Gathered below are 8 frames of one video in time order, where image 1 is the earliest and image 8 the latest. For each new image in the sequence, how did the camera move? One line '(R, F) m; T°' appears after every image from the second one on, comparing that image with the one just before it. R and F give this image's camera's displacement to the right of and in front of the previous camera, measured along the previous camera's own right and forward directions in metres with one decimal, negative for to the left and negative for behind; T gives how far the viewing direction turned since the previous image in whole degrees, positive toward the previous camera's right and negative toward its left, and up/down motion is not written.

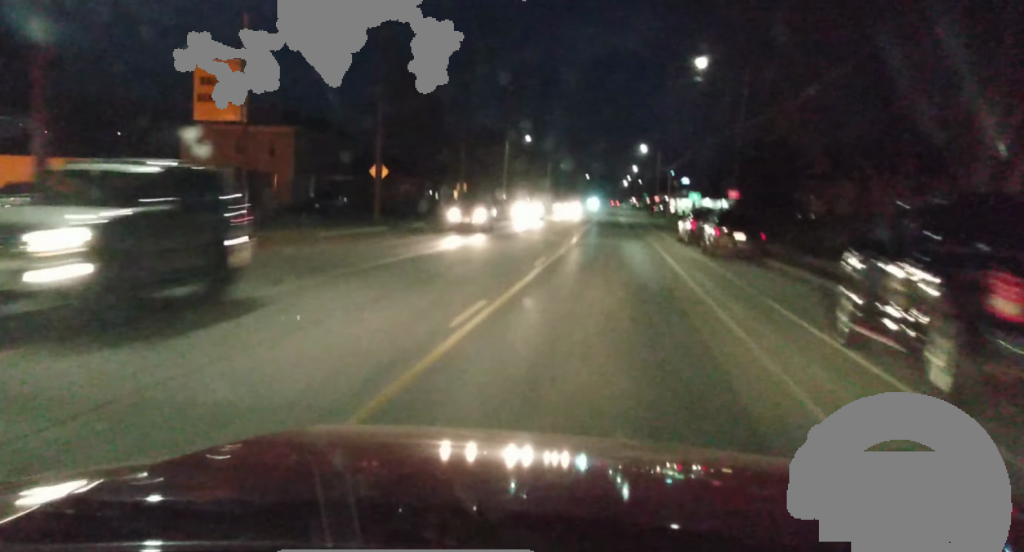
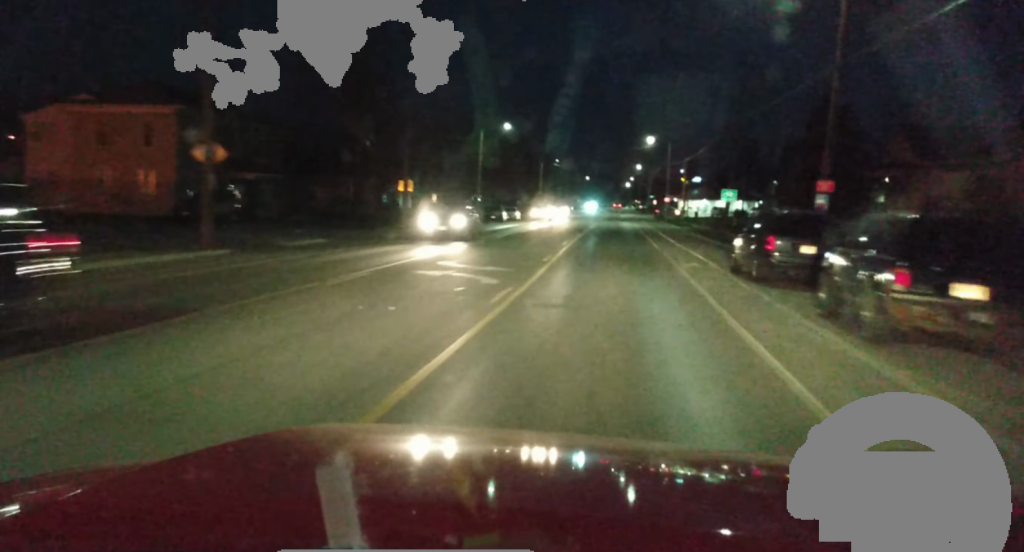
(+0.2, +21.5) m; +1°
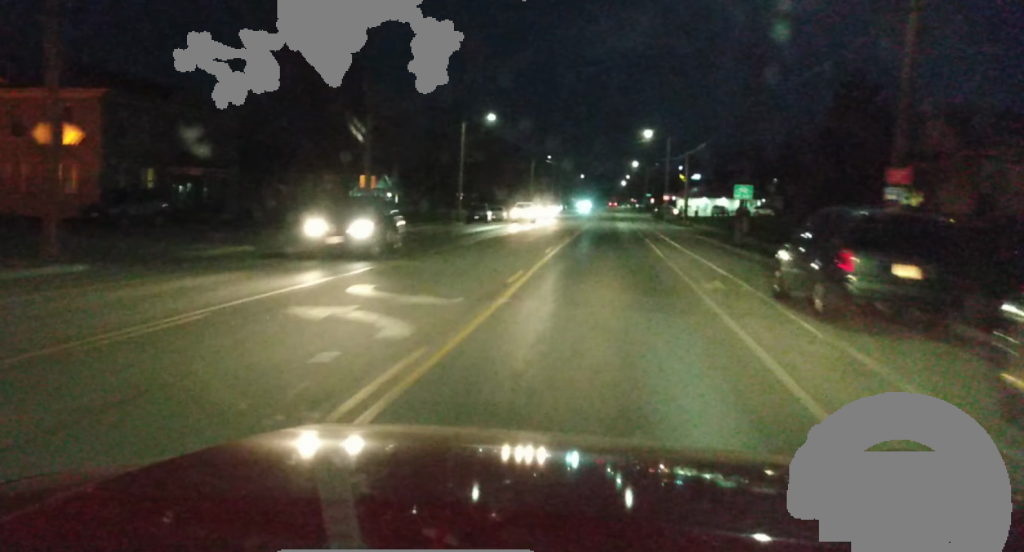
(0.0, +7.8) m; +1°
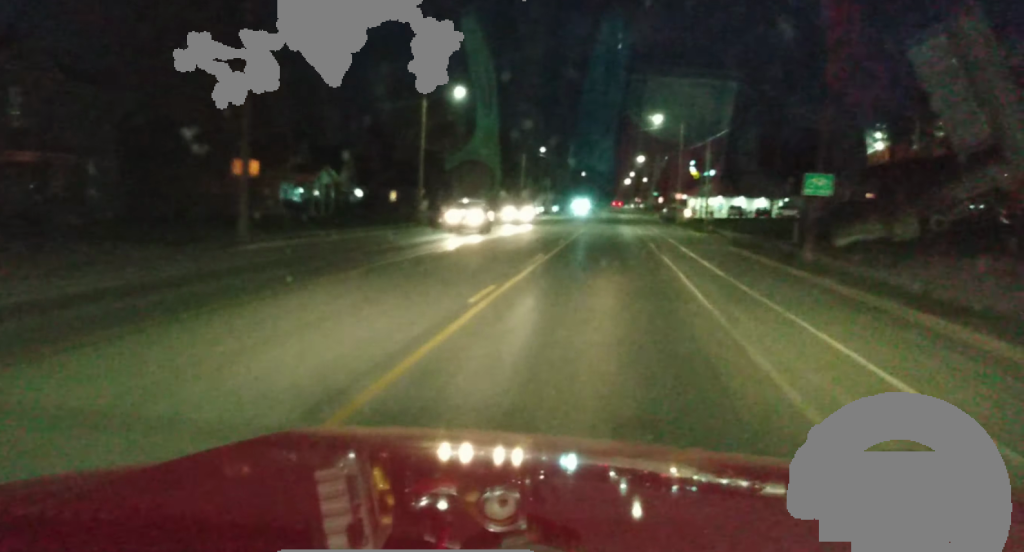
(+0.2, +16.0) m; +1°
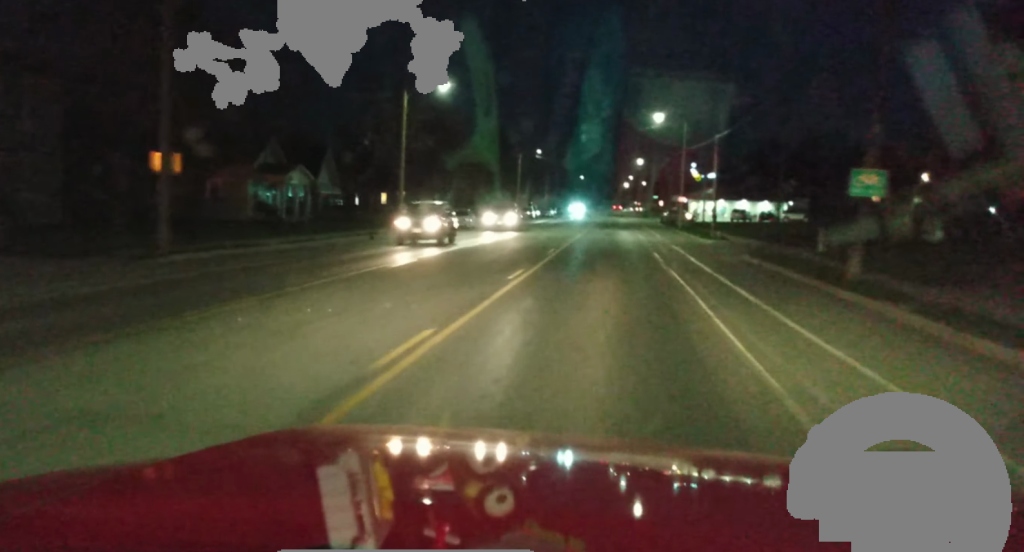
(+0.2, +6.2) m; 0°
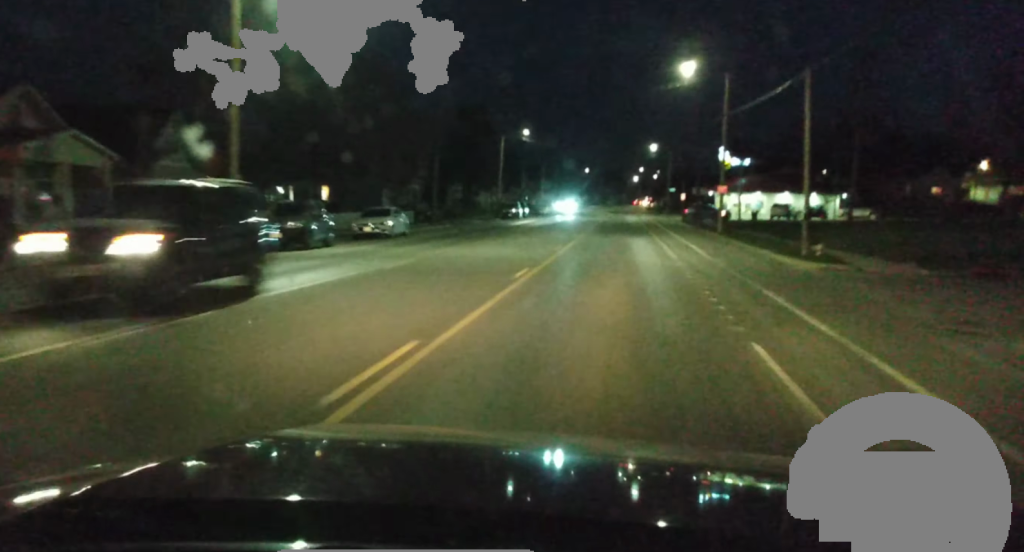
(-0.8, +25.5) m; -2°
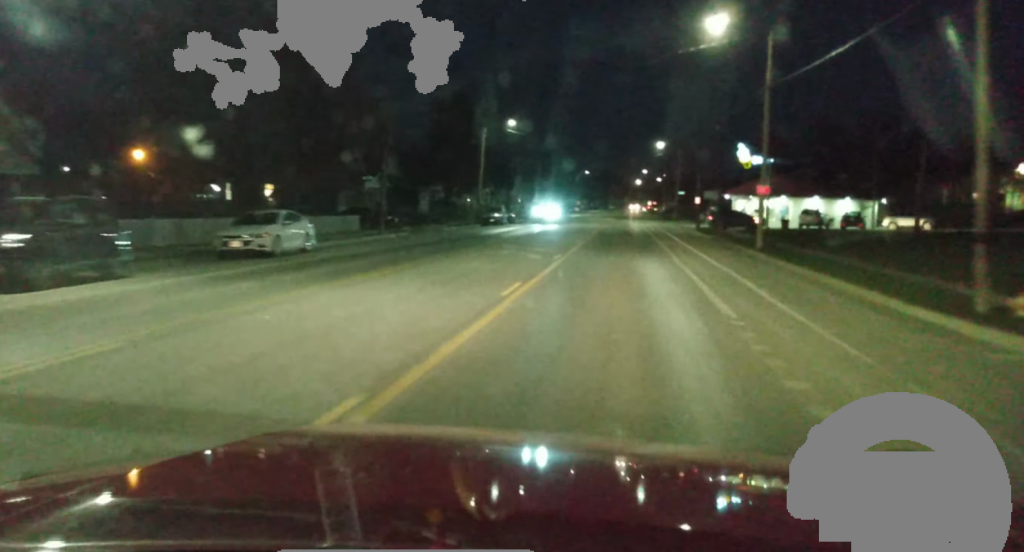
(+0.1, +14.7) m; +1°
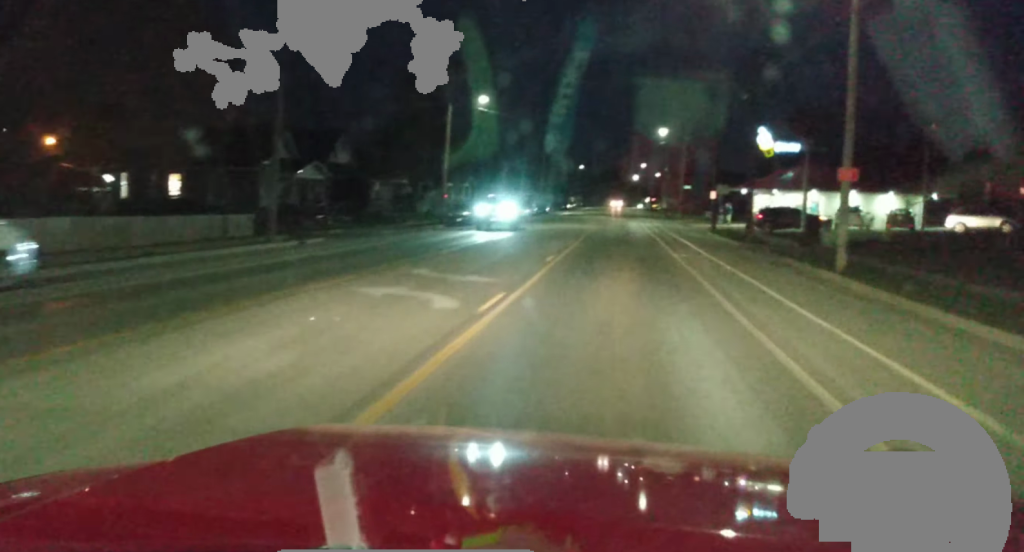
(0.0, +15.8) m; 0°
